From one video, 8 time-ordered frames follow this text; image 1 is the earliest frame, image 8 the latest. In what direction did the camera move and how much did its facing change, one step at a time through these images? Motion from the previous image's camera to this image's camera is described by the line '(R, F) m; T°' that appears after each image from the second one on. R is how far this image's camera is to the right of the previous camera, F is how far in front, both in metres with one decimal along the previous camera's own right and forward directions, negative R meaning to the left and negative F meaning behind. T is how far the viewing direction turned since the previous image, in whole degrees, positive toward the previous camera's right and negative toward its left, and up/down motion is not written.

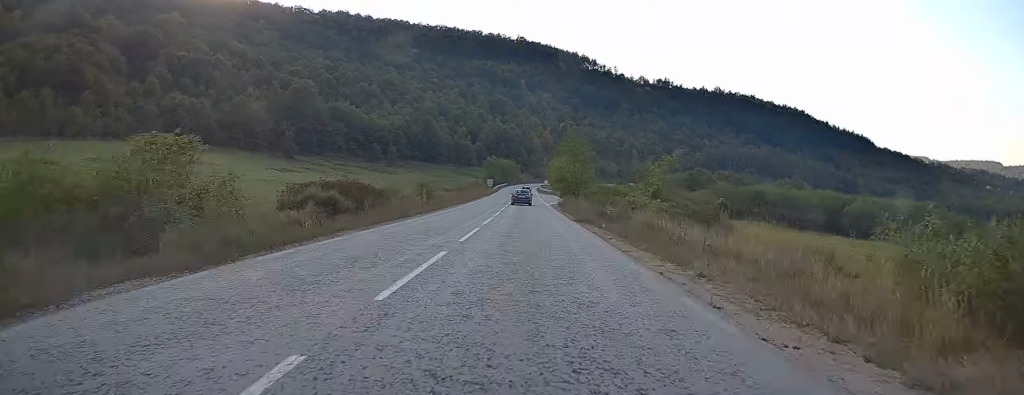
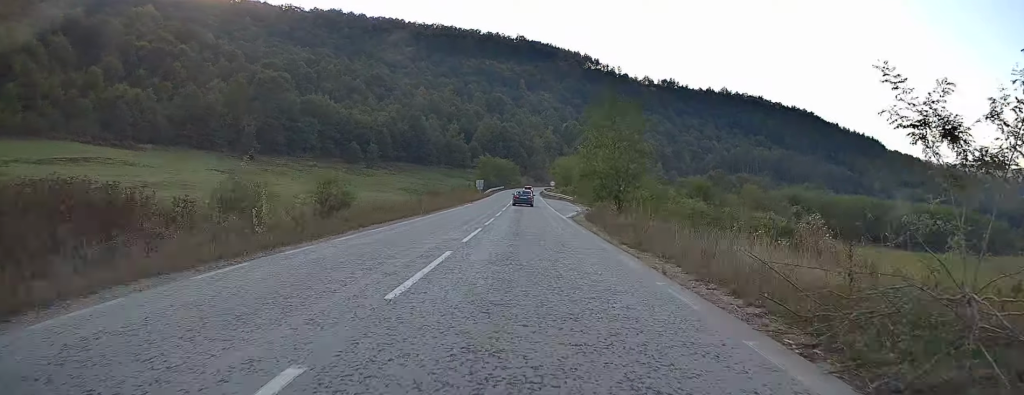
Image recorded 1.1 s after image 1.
(-0.2, +27.0) m; -1°
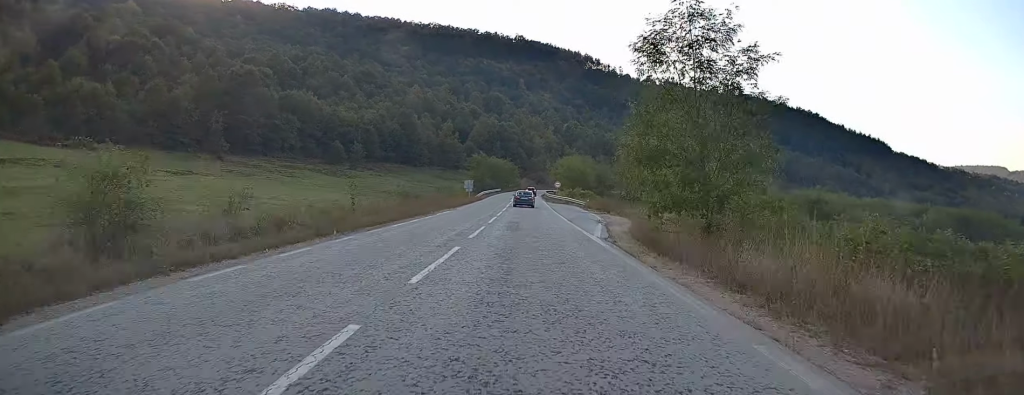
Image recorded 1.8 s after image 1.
(-0.1, +16.6) m; 0°
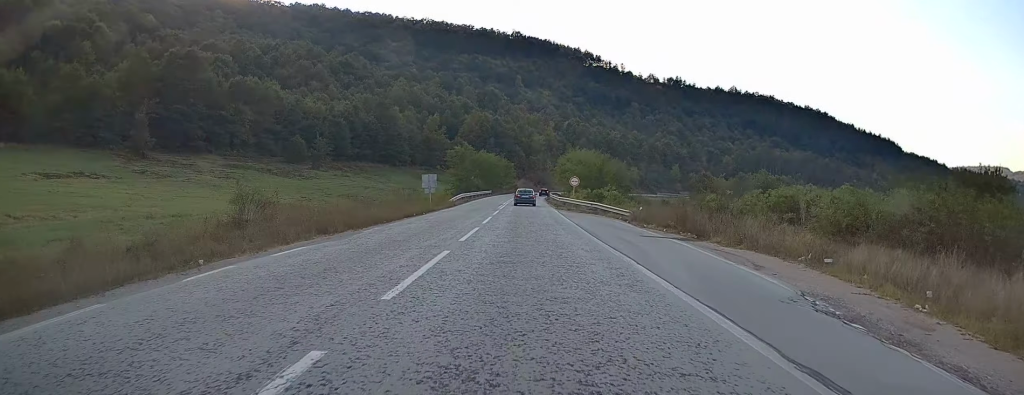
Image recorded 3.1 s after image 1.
(+0.2, +29.2) m; 0°
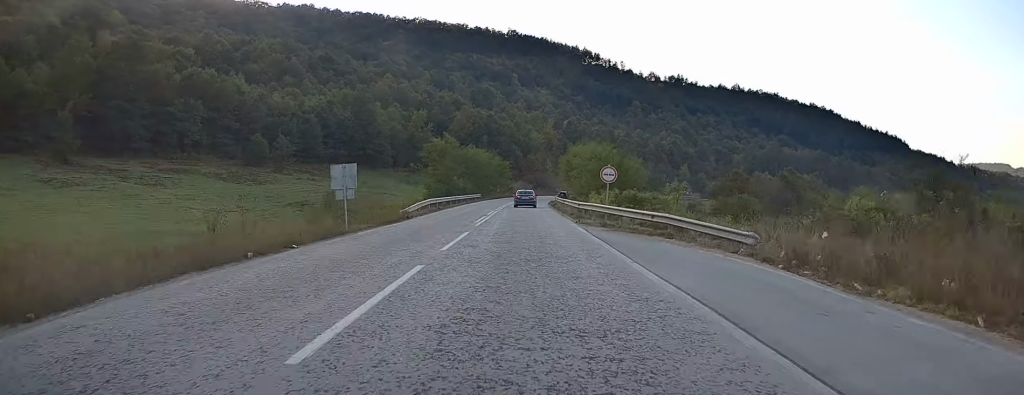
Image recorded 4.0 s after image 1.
(-0.1, +21.0) m; +1°
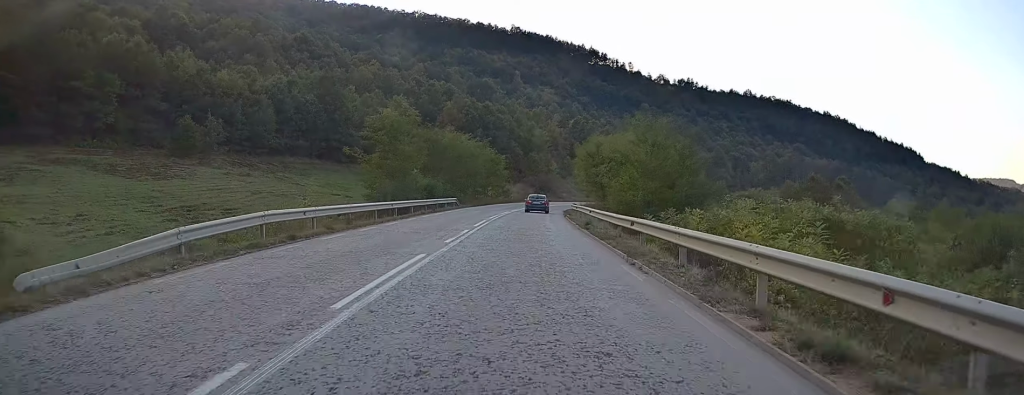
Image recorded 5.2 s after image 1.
(+0.5, +28.5) m; 0°
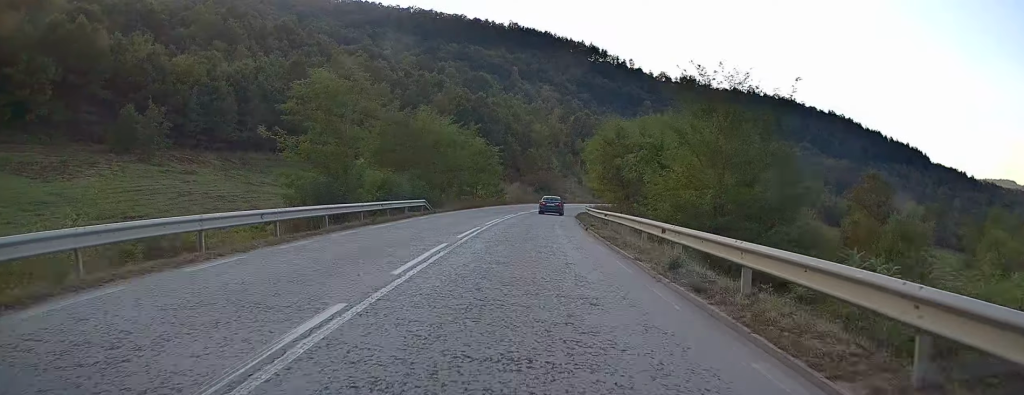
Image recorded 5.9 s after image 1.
(0.0, +15.3) m; 0°
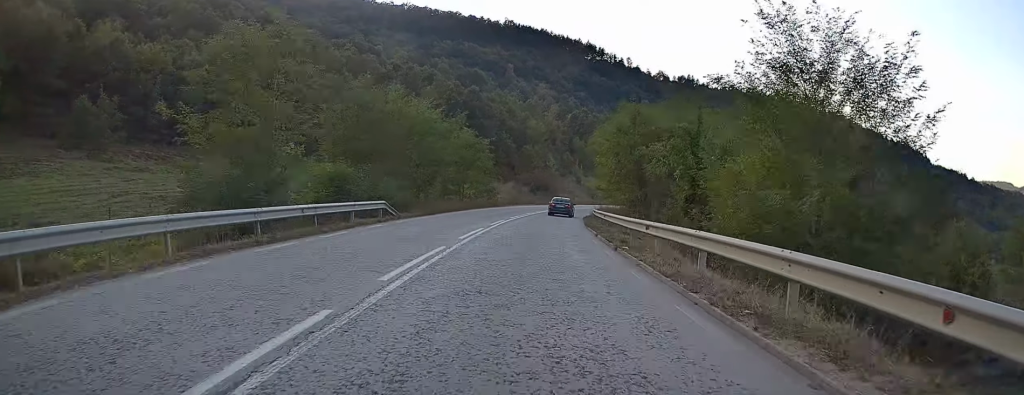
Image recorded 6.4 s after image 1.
(-0.1, +9.3) m; 0°
